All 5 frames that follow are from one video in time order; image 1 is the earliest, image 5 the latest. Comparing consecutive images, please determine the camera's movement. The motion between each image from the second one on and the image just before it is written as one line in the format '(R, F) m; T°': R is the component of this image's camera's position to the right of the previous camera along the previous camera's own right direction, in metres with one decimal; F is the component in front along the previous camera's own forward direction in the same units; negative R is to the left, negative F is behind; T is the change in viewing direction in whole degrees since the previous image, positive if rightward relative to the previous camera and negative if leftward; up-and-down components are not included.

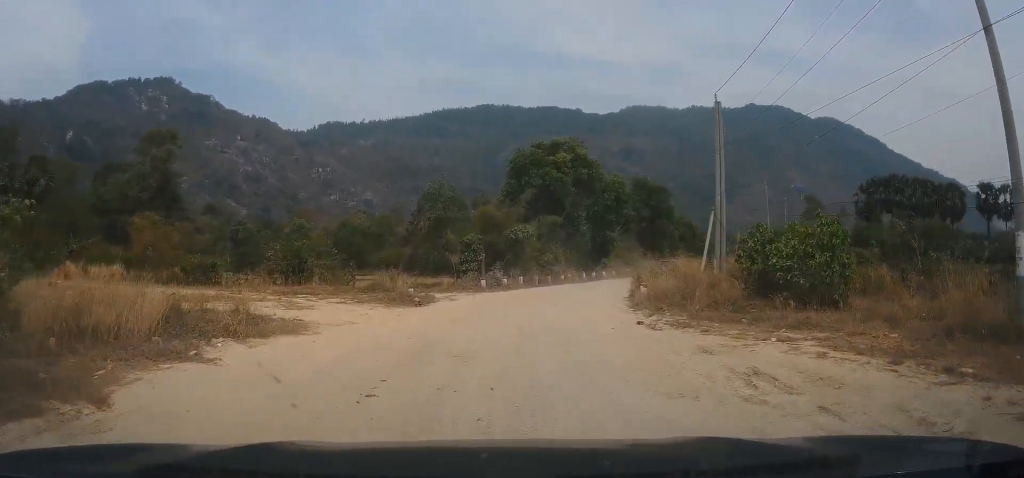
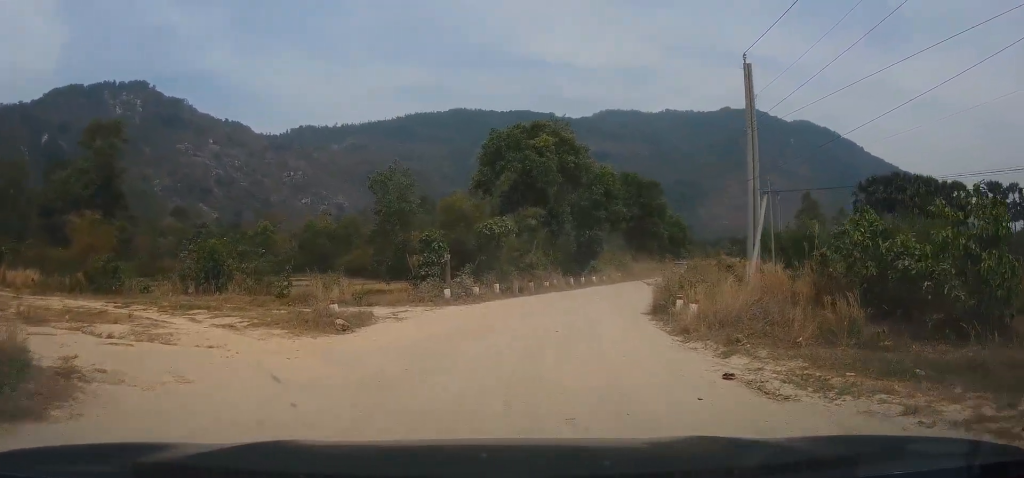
(+0.5, +8.2) m; +6°
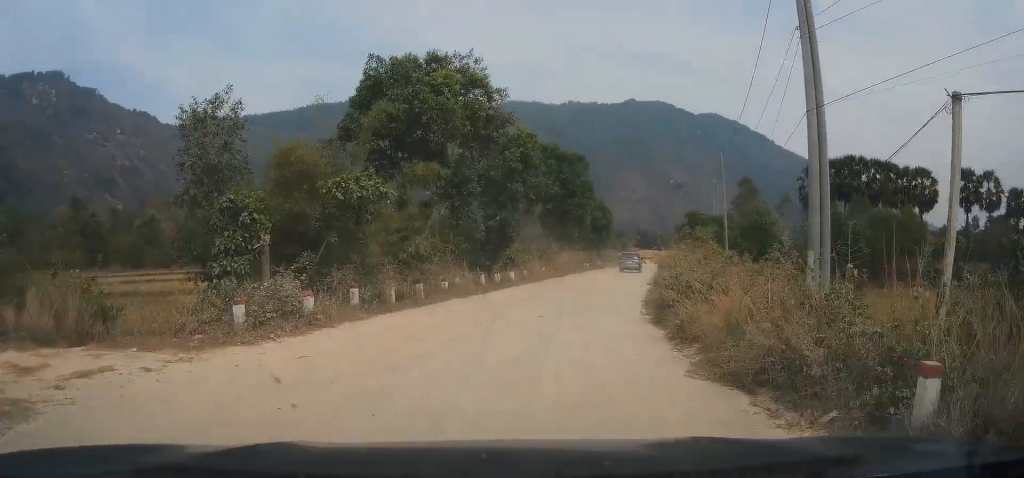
(+0.3, +13.1) m; +2°
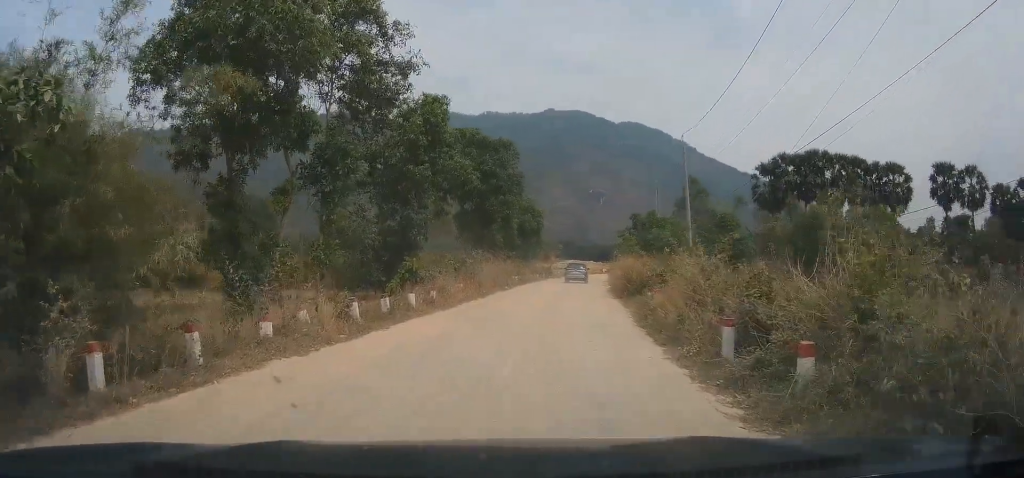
(+0.1, +11.4) m; 0°
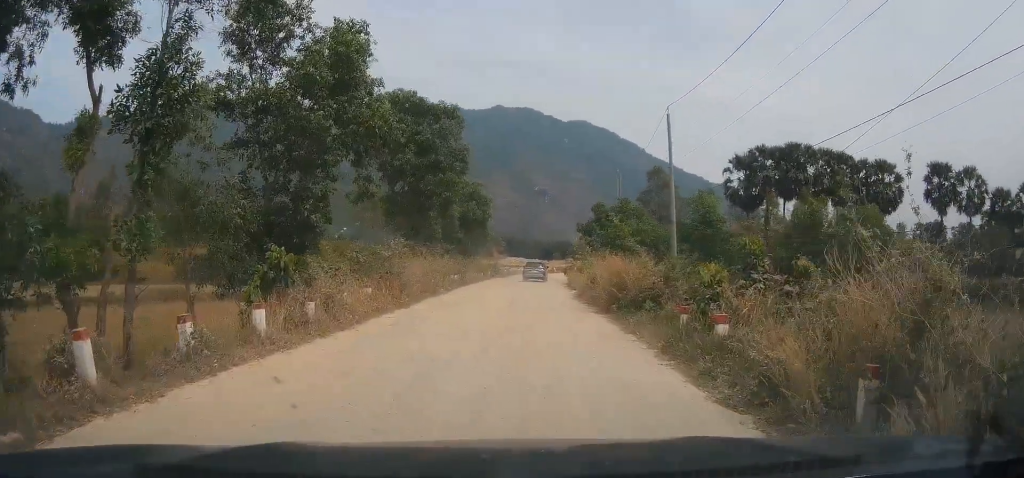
(-0.1, +8.1) m; 0°
